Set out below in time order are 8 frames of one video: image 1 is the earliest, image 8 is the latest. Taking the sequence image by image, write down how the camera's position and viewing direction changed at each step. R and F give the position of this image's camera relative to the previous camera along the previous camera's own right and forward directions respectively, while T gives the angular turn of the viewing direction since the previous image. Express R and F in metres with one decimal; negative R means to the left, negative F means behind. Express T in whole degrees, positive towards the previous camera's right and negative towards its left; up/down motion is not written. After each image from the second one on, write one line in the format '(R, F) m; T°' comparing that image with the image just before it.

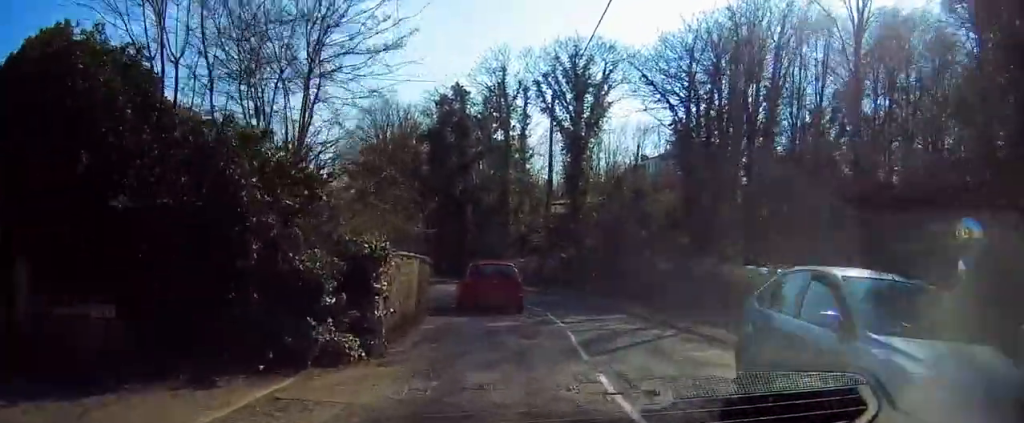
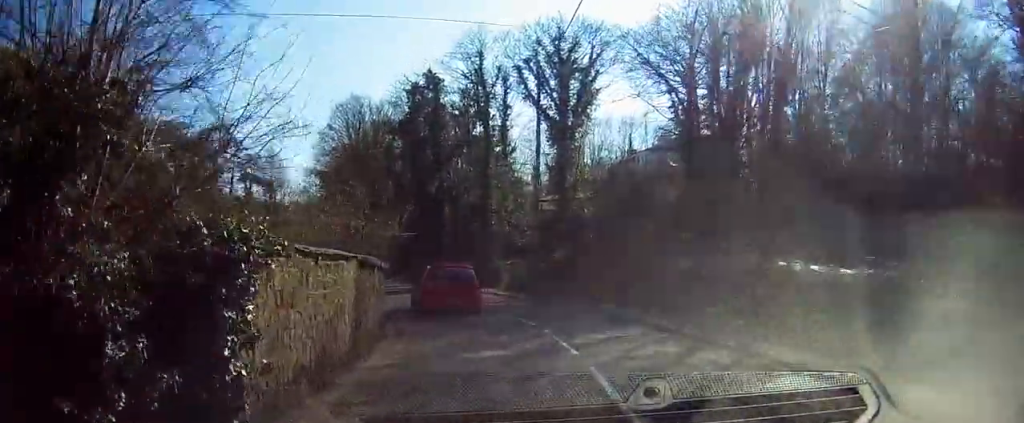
(+0.1, +4.7) m; +1°
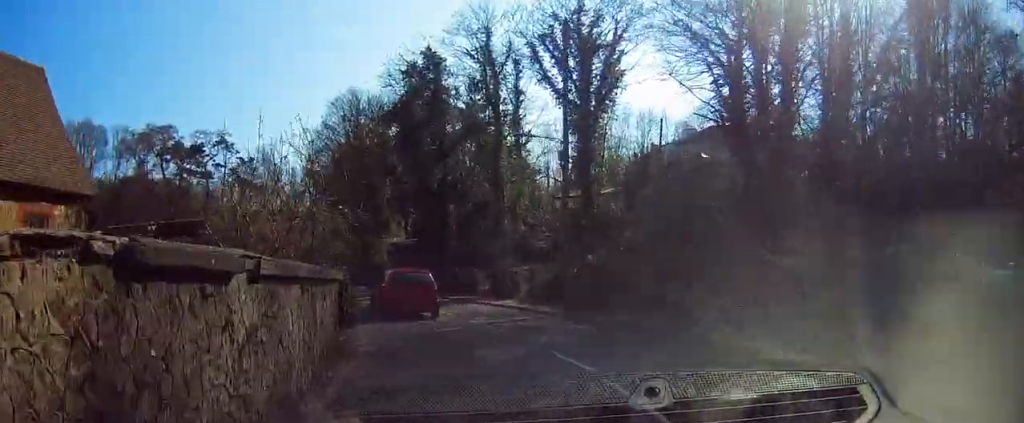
(+0.1, +6.3) m; -1°
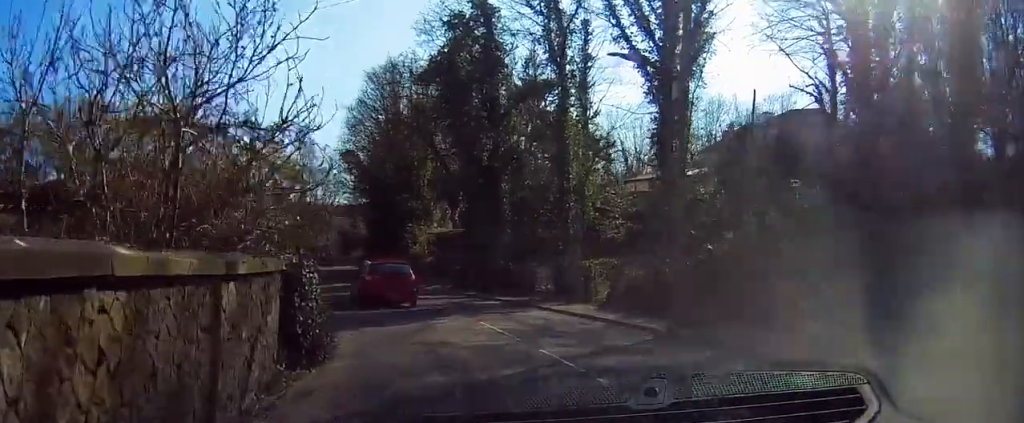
(-0.2, +7.5) m; -3°
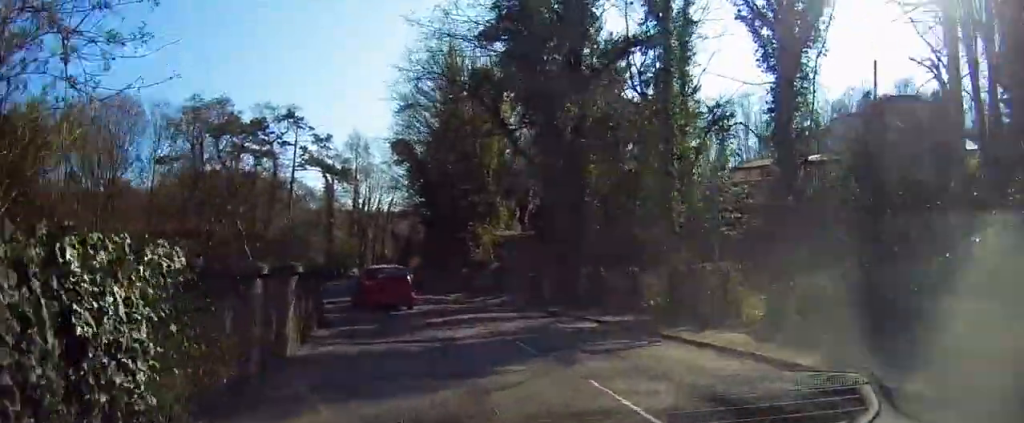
(-0.3, +7.3) m; -4°
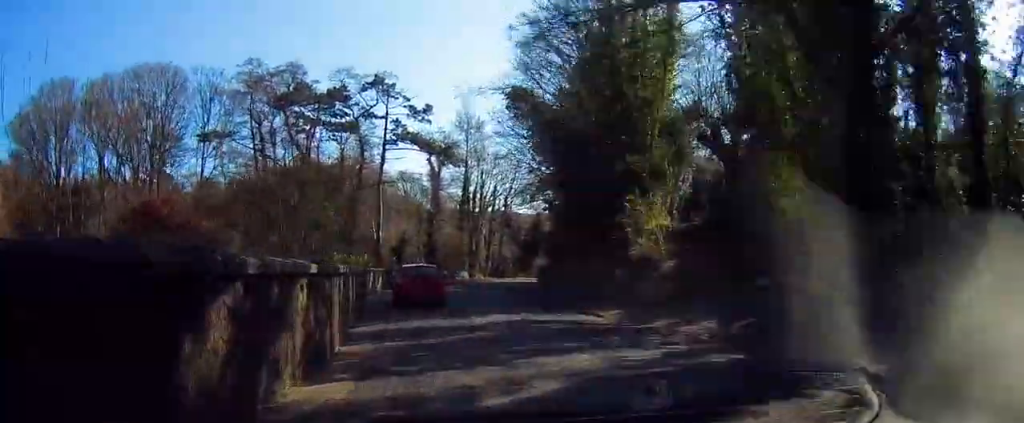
(-0.7, +12.9) m; -9°
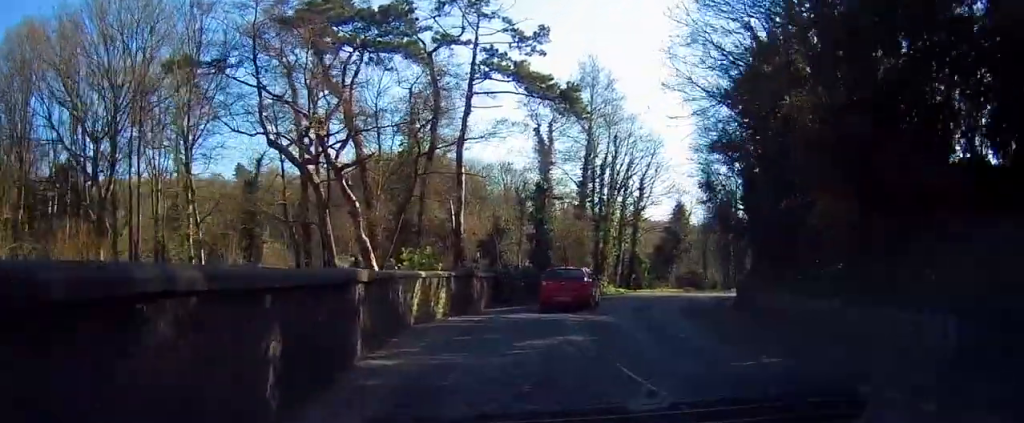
(-2.2, +19.3) m; -9°
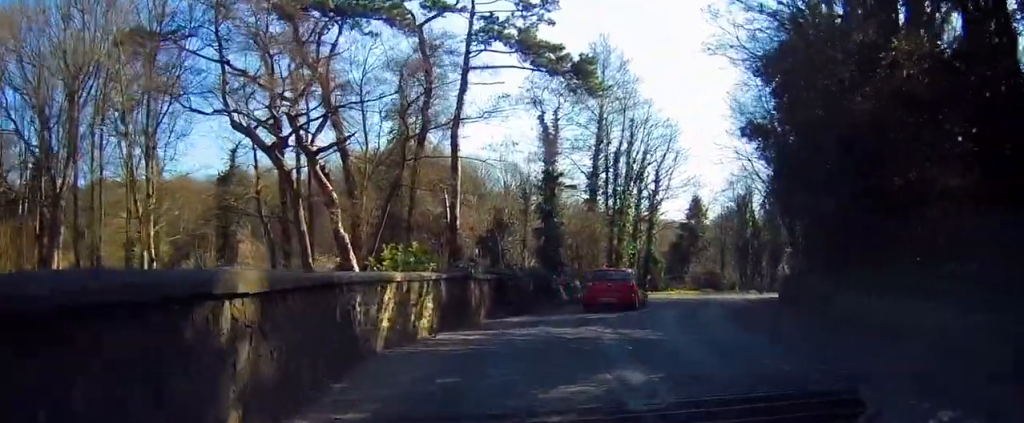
(0.0, +5.0) m; 0°
